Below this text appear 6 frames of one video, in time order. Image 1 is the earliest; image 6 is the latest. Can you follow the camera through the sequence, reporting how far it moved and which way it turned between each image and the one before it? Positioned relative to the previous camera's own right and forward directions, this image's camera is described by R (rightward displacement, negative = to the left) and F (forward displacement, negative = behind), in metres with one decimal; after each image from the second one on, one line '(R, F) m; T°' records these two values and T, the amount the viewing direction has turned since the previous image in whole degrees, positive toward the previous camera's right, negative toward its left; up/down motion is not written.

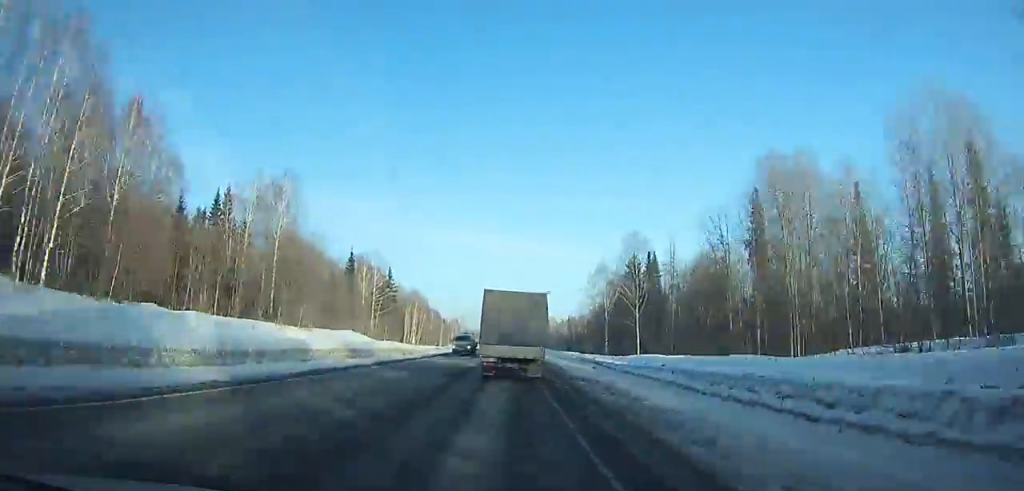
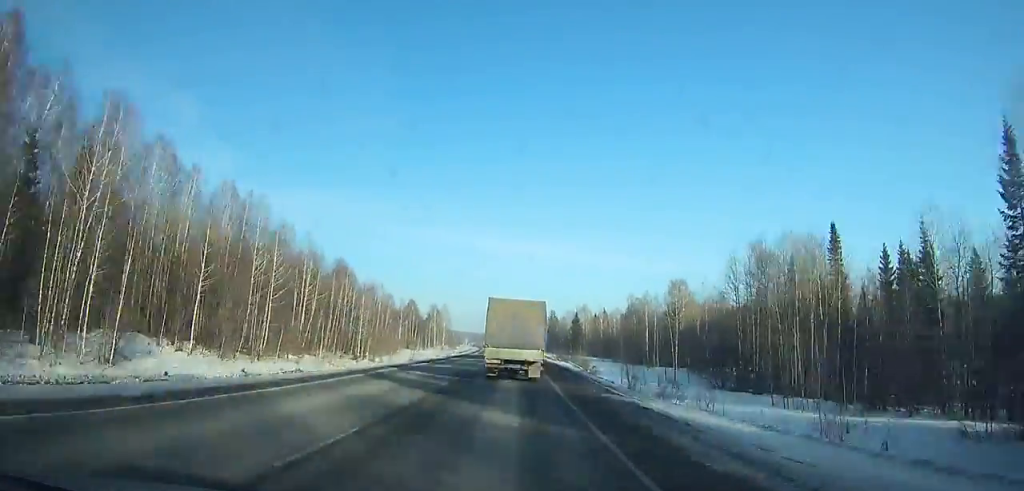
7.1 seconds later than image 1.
(-1.3, +131.7) m; -1°
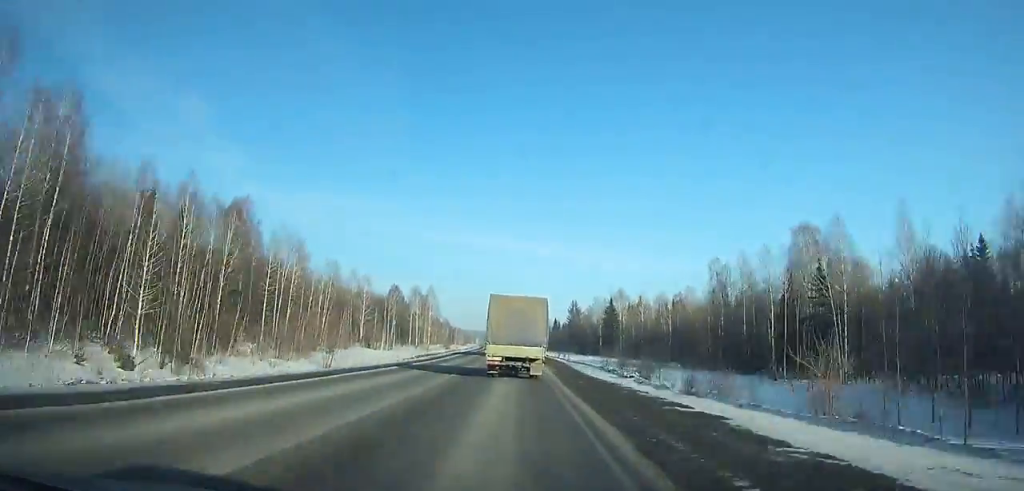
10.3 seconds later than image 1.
(-0.2, +61.6) m; -1°
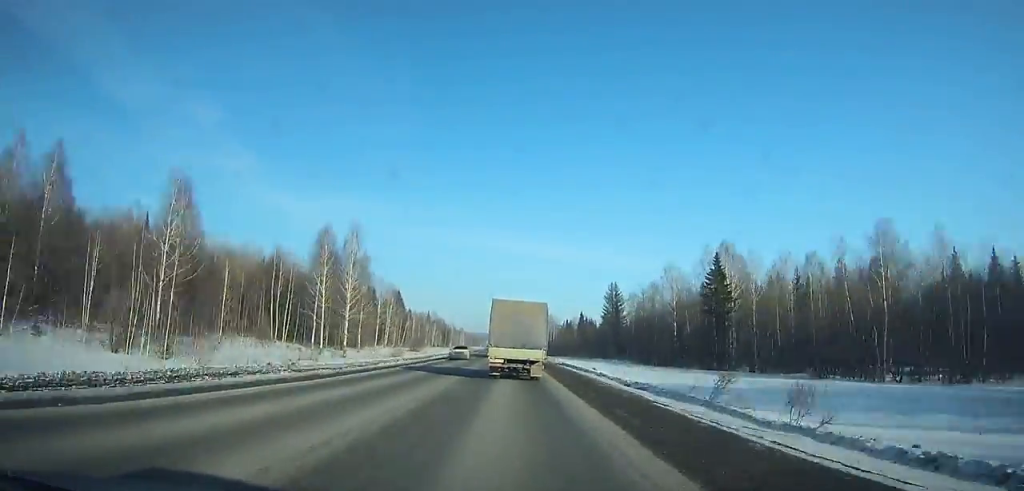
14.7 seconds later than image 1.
(-0.8, +86.4) m; -1°
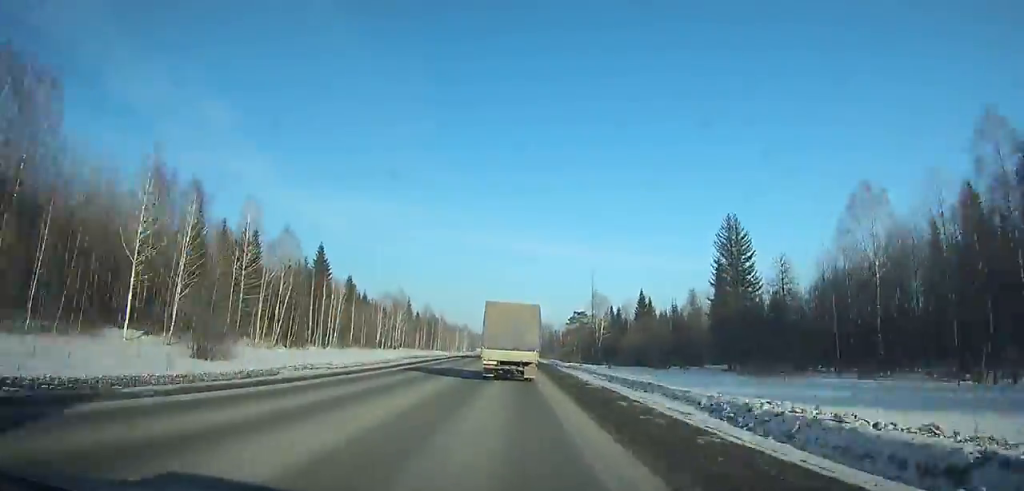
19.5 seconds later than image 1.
(-1.8, +96.2) m; -2°
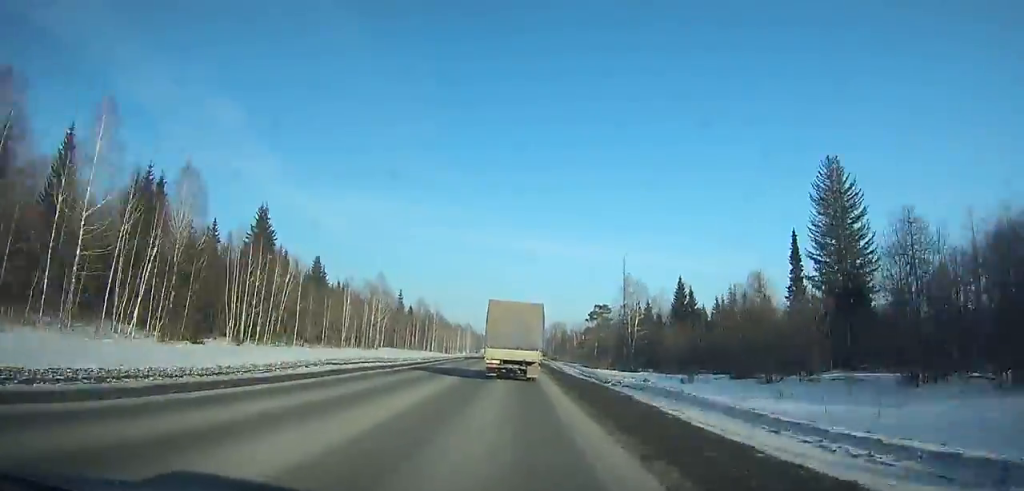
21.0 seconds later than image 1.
(-0.1, +30.3) m; 0°
